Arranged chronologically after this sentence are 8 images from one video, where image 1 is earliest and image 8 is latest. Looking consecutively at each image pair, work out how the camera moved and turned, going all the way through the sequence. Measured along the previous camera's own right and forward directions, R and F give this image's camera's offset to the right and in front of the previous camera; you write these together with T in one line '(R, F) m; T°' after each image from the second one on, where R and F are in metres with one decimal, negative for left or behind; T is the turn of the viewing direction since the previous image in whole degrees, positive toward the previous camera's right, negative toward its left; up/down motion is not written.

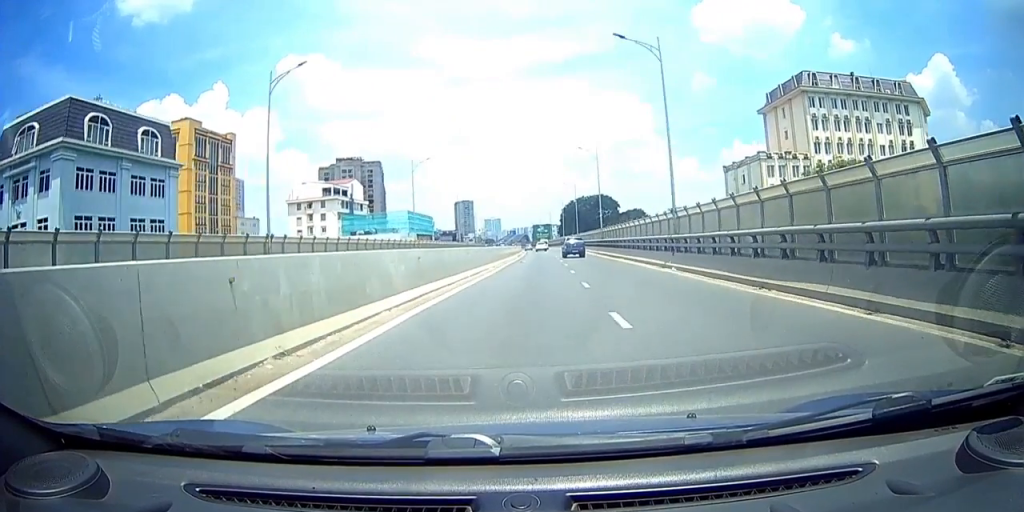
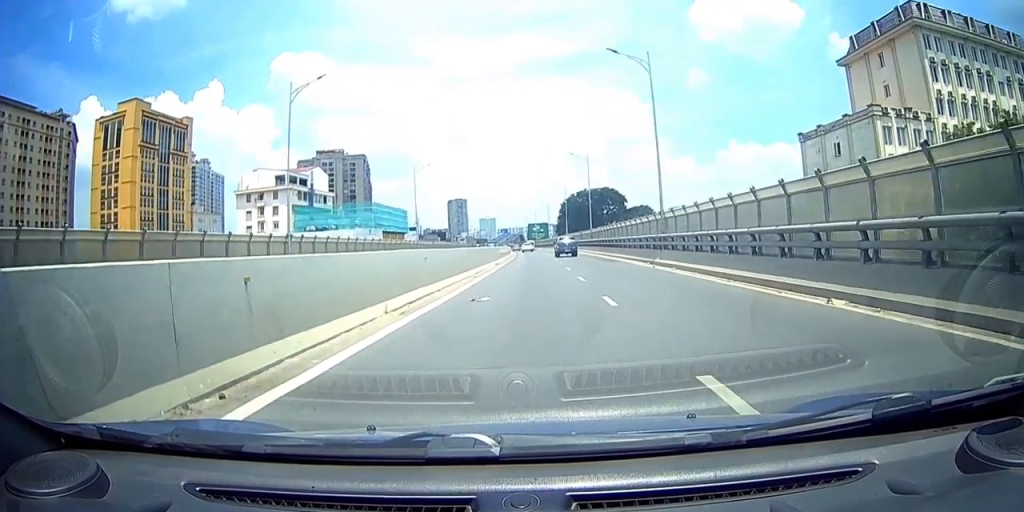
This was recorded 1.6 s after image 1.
(+0.9, +28.6) m; 0°
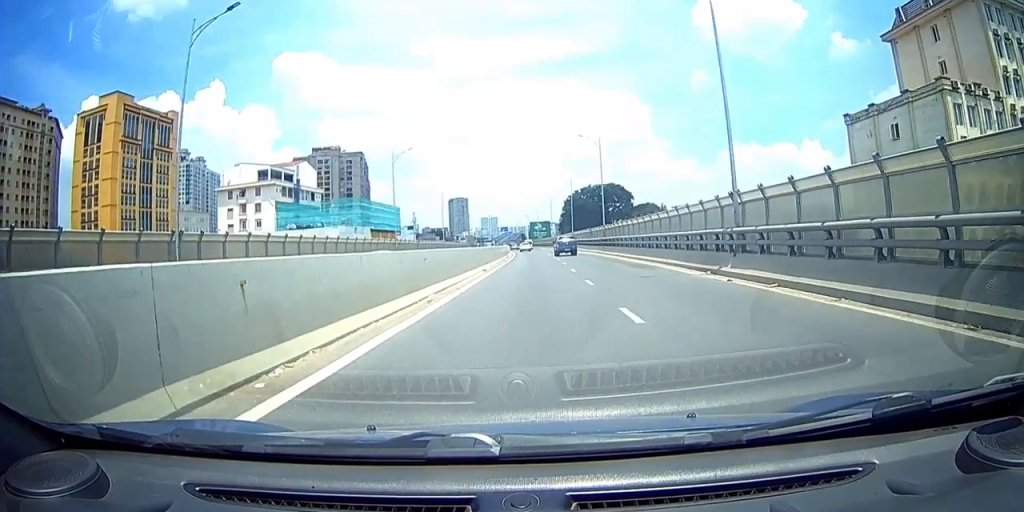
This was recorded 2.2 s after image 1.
(-0.5, +10.3) m; -1°
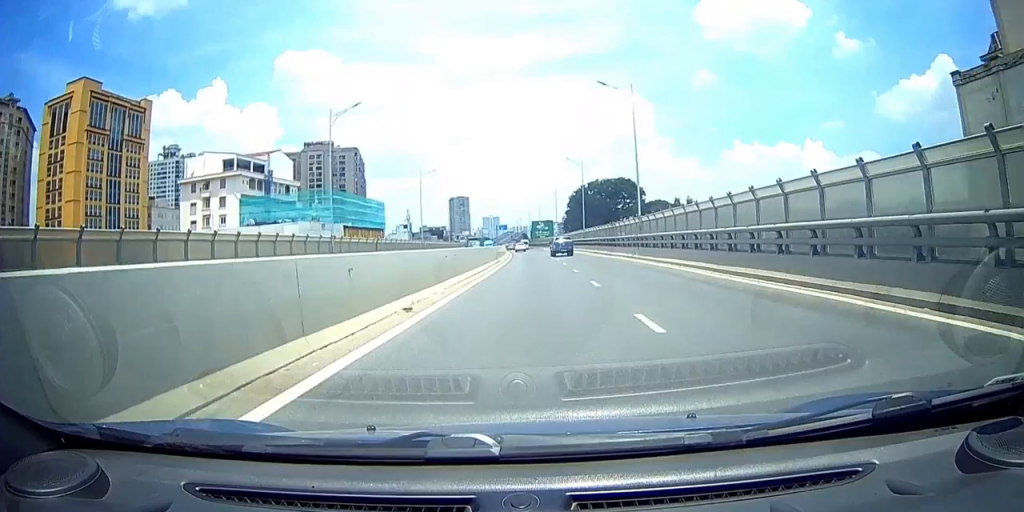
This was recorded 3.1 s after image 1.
(-0.3, +17.2) m; -1°
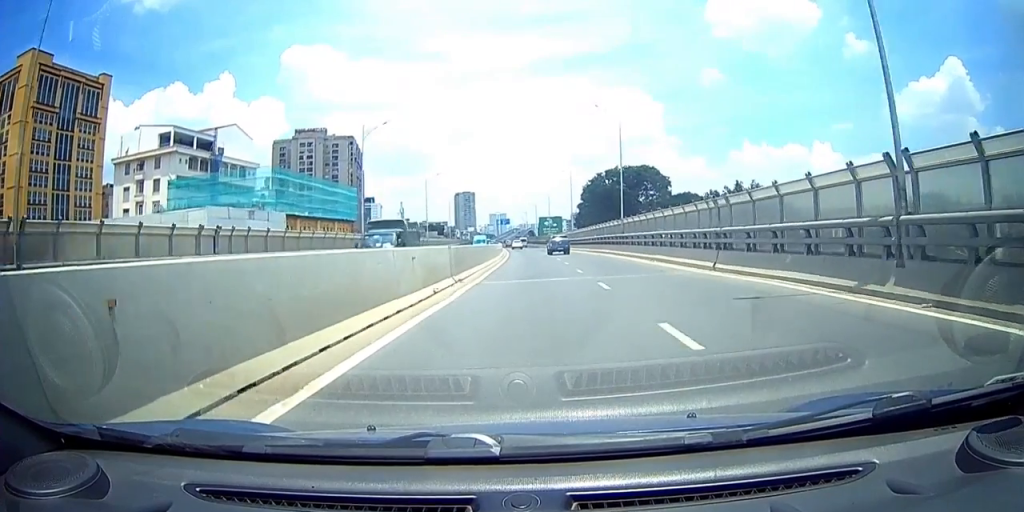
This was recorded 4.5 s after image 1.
(-0.1, +27.2) m; 0°
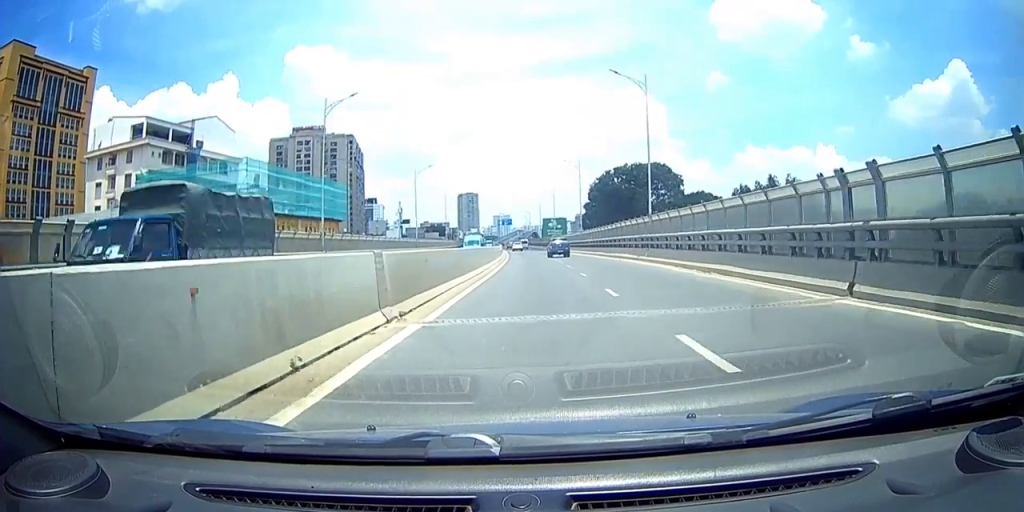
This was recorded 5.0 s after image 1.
(0.0, +9.5) m; +1°
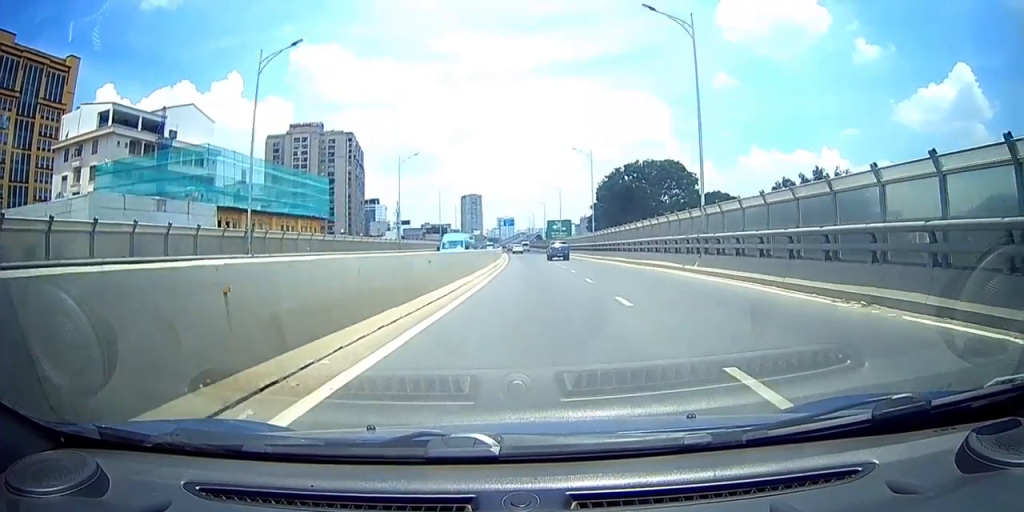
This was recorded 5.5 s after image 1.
(0.0, +10.3) m; +1°
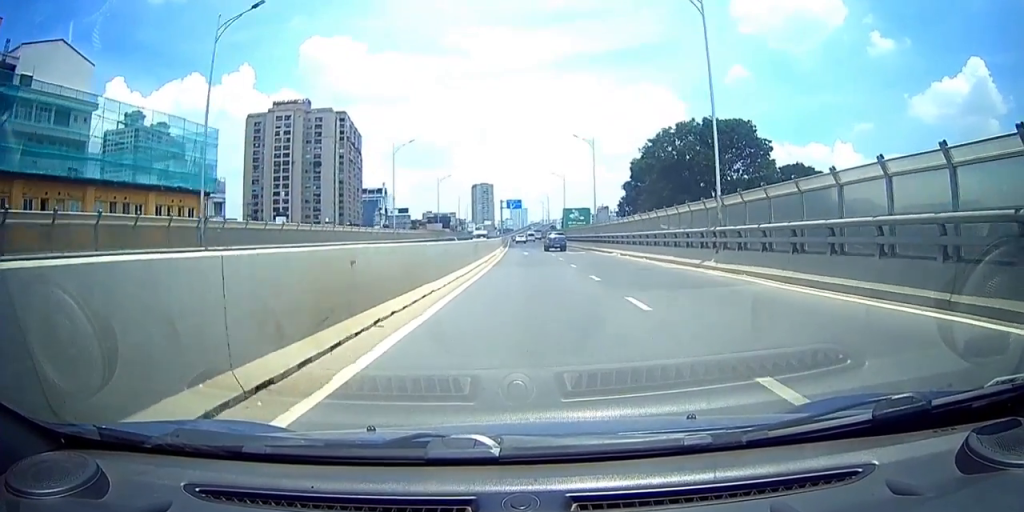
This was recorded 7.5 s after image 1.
(+1.2, +41.6) m; +2°
